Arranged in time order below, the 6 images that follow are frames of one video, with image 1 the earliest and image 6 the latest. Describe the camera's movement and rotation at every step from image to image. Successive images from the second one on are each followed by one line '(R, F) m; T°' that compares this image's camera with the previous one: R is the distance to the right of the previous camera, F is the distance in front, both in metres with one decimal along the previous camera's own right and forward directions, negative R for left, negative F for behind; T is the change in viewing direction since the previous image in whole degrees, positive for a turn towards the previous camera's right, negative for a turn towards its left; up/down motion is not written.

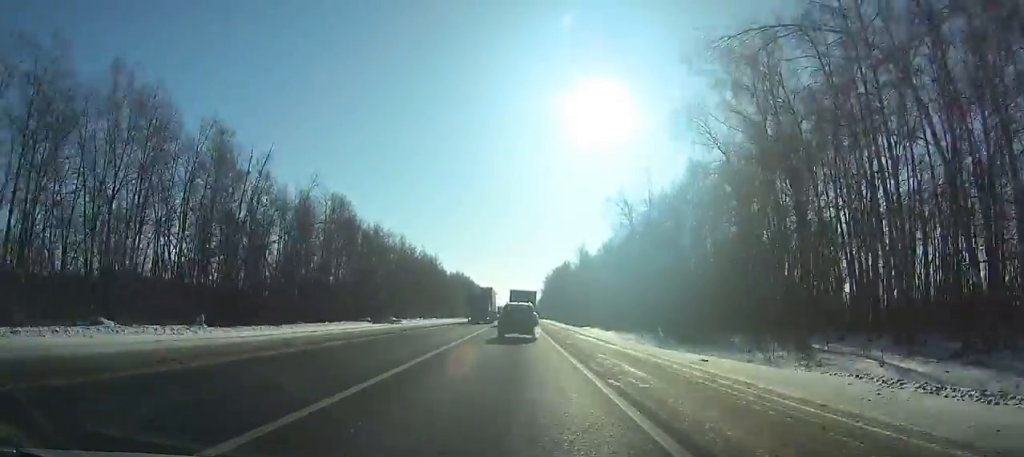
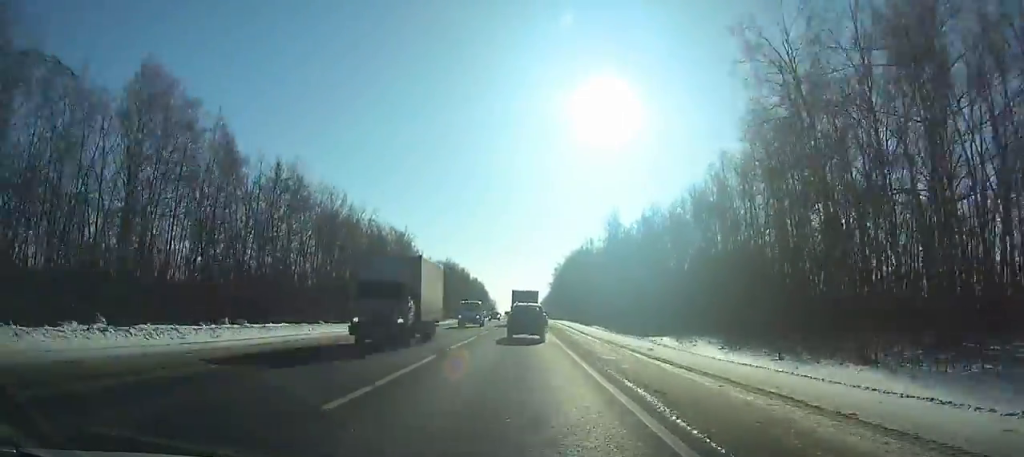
(-0.8, +62.9) m; -1°
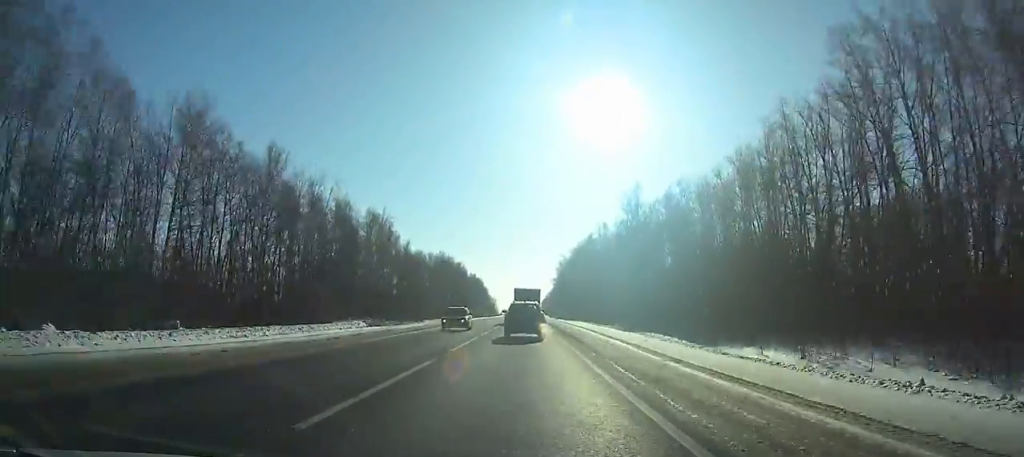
(0.0, +25.1) m; 0°
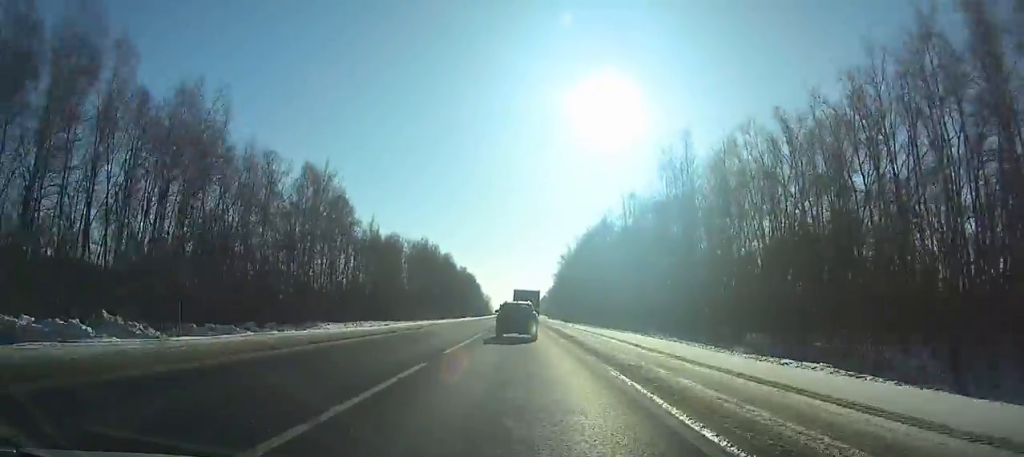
(-0.1, +37.7) m; 0°
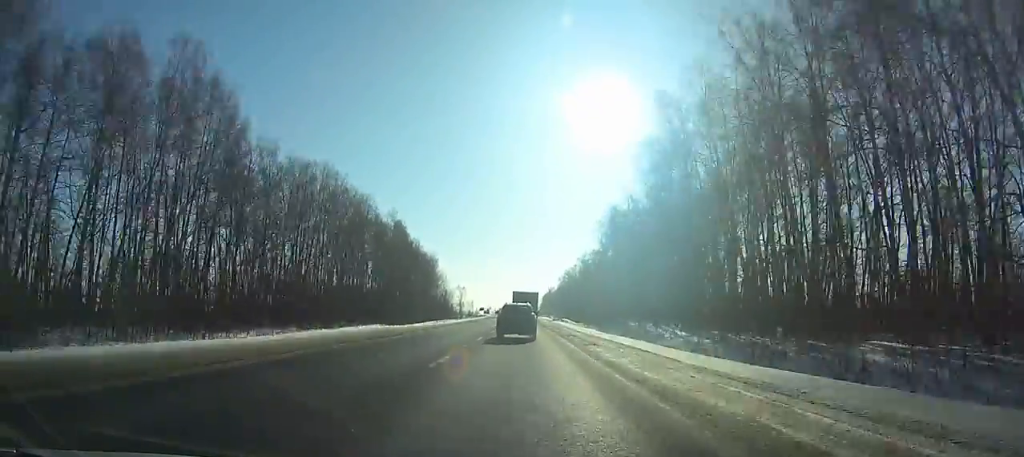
(+0.9, +194.9) m; +1°
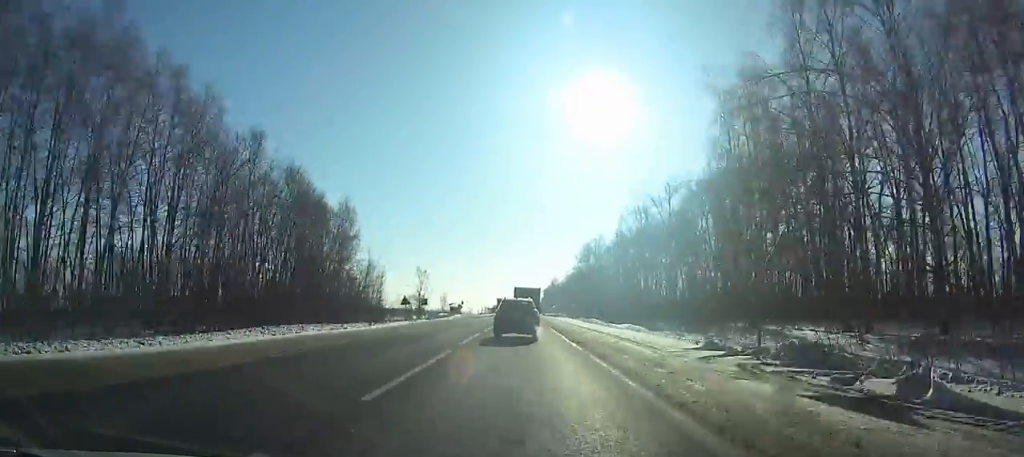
(+0.3, +99.6) m; +1°
